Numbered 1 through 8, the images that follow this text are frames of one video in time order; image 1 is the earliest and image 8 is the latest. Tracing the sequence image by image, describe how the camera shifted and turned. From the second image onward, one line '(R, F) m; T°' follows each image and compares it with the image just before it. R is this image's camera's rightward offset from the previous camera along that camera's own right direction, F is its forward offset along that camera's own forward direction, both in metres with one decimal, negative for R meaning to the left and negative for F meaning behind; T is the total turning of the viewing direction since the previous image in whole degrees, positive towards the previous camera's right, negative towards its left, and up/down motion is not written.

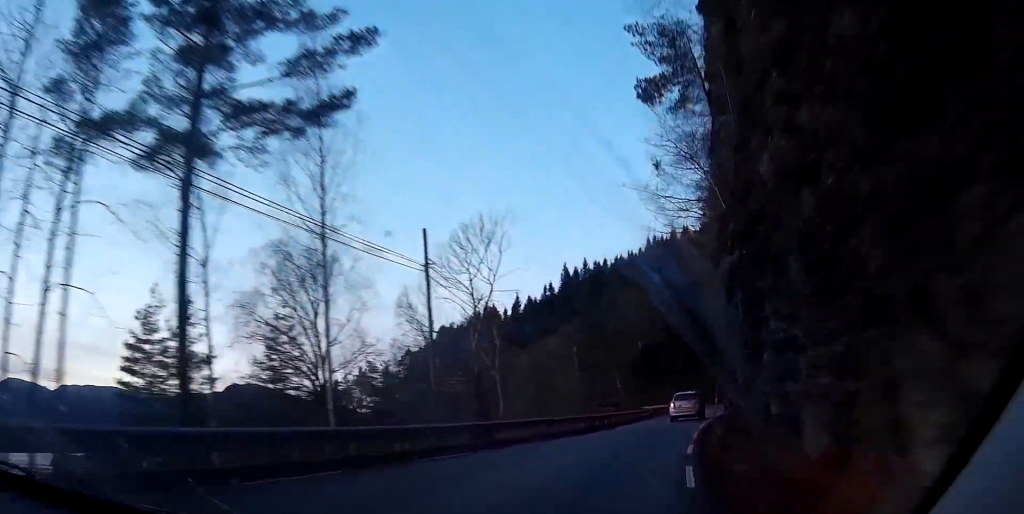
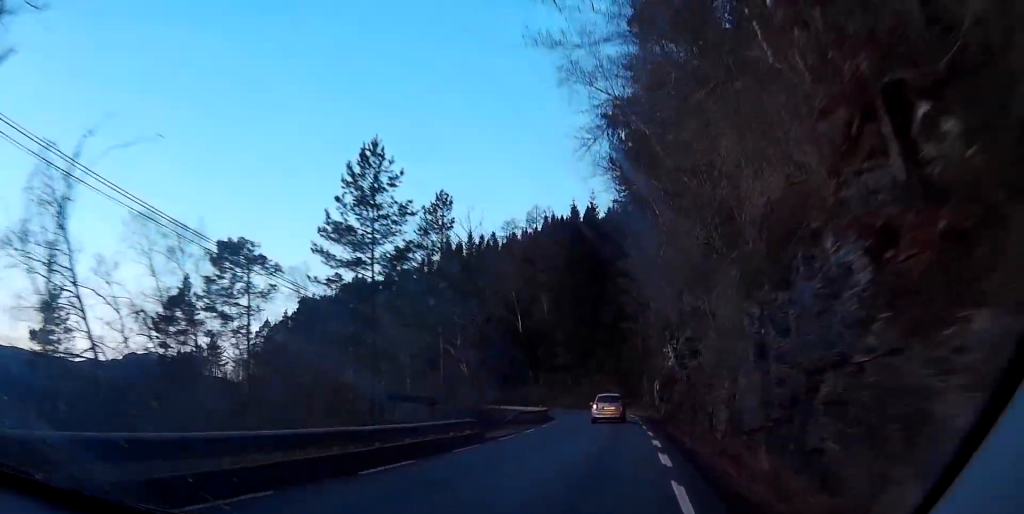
(+3.1, +31.7) m; +9°
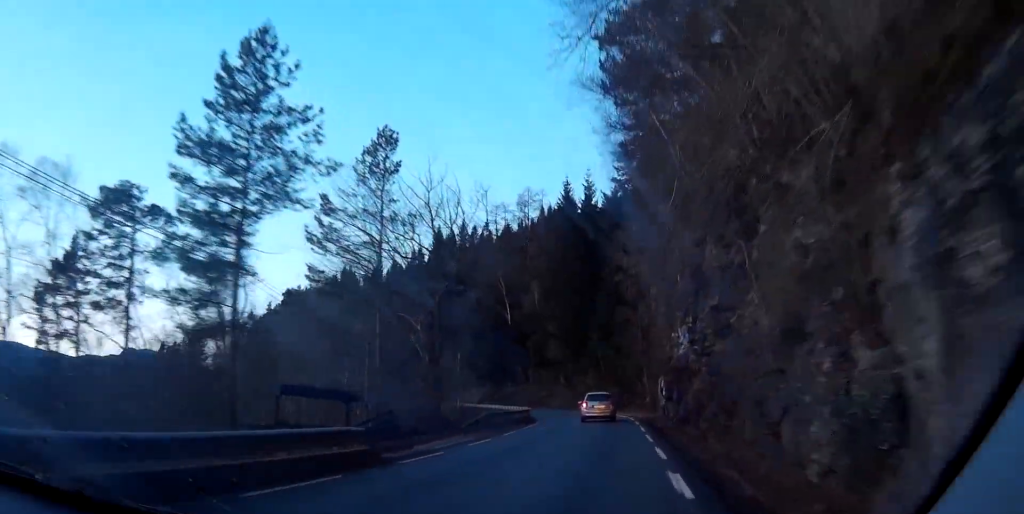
(+0.1, +10.1) m; +1°
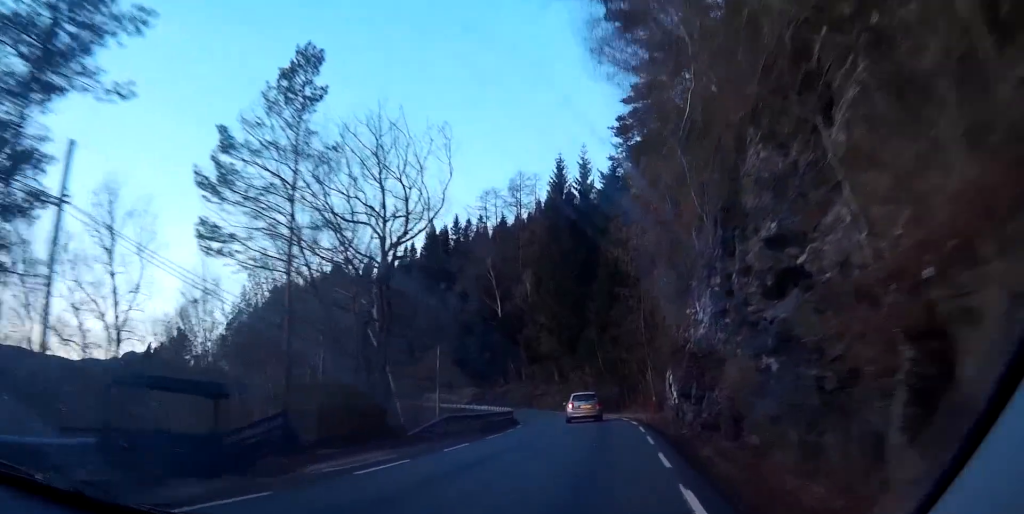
(0.0, +8.2) m; -1°
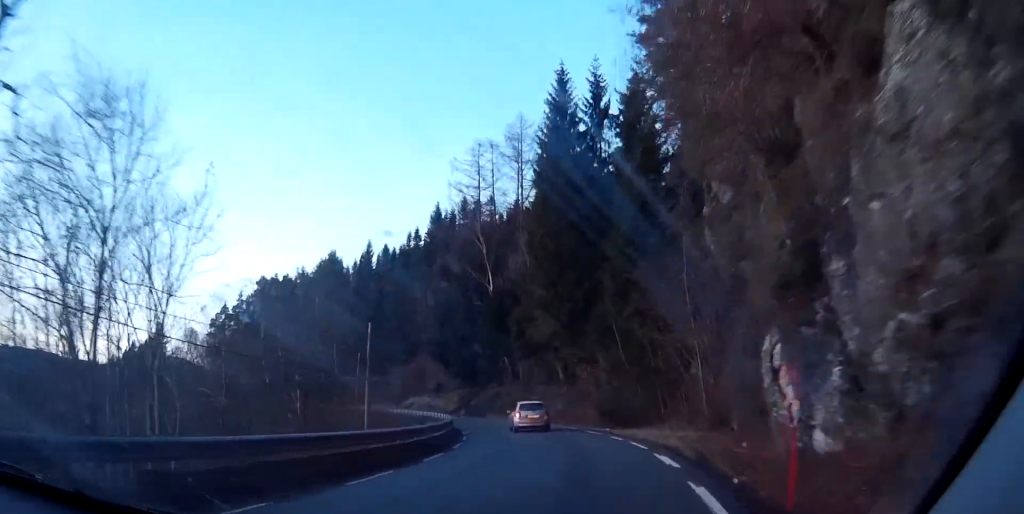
(-0.9, +22.8) m; -7°
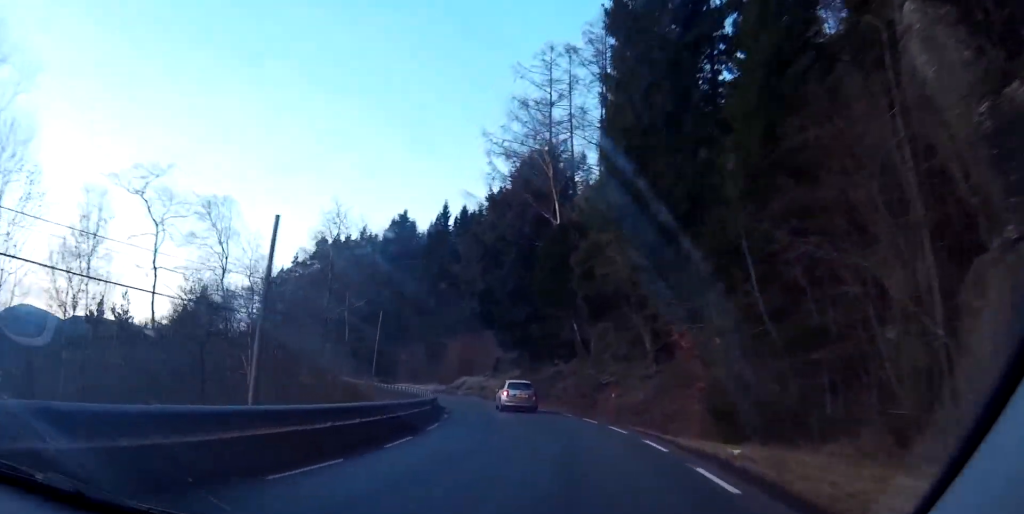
(-1.5, +21.0) m; -8°
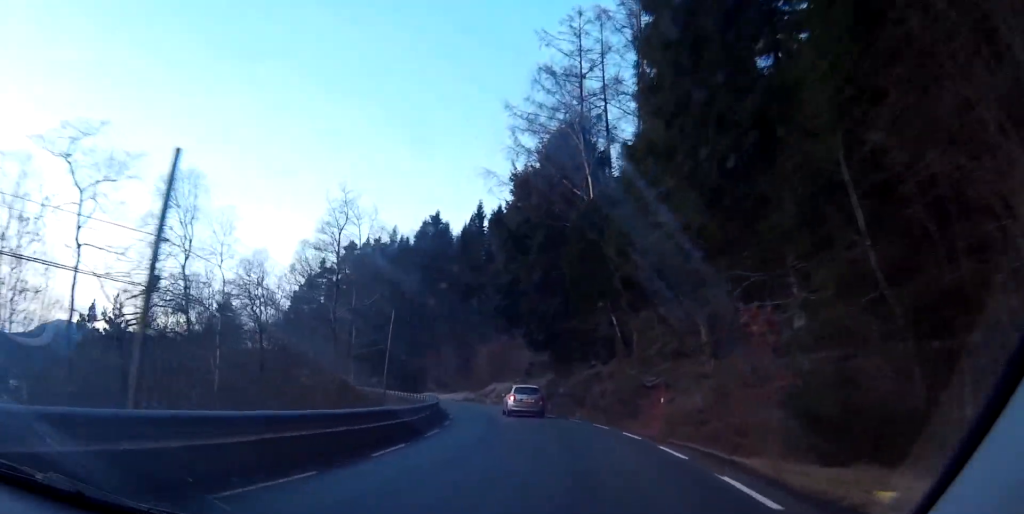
(+0.1, +7.5) m; -4°
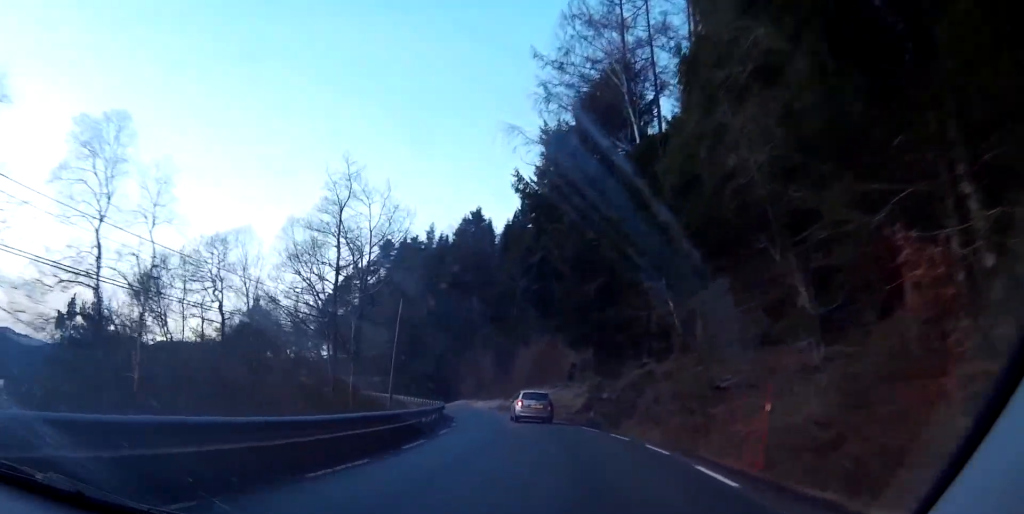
(-0.7, +9.5) m; -3°
